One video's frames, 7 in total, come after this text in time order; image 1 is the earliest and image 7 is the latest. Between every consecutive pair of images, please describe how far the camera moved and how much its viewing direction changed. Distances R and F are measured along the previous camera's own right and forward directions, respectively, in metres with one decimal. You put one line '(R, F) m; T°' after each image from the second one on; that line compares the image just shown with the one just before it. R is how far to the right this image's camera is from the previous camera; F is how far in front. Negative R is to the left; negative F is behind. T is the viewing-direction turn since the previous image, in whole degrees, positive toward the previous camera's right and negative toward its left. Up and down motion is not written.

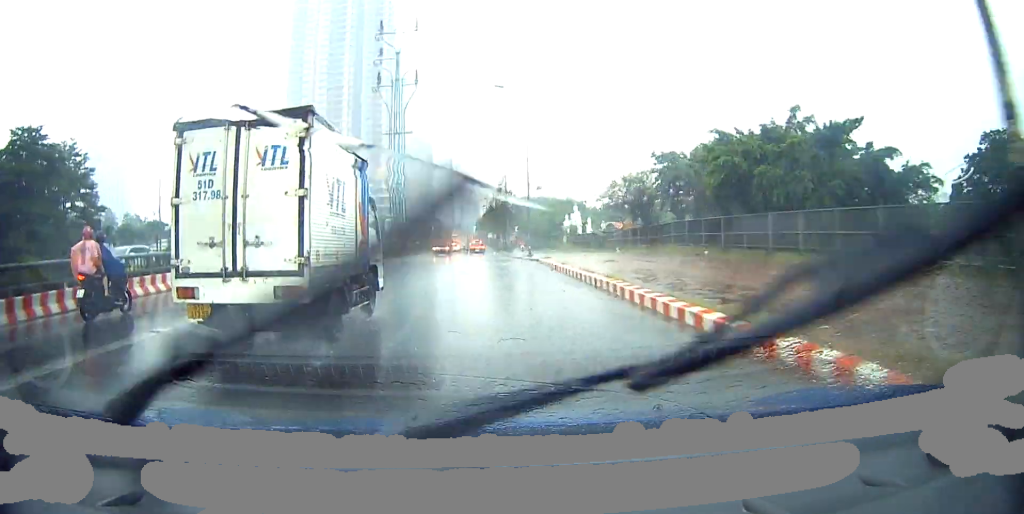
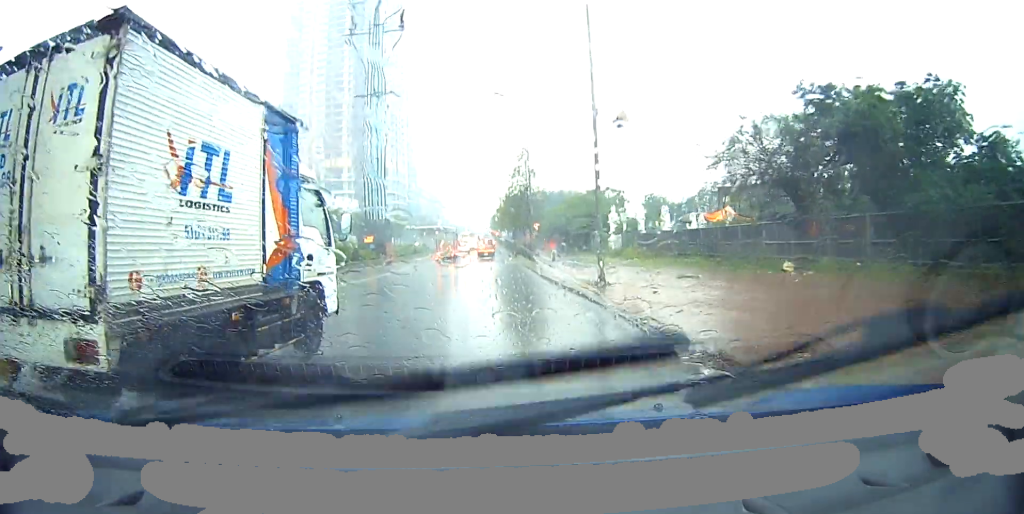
(-0.4, +19.3) m; -2°
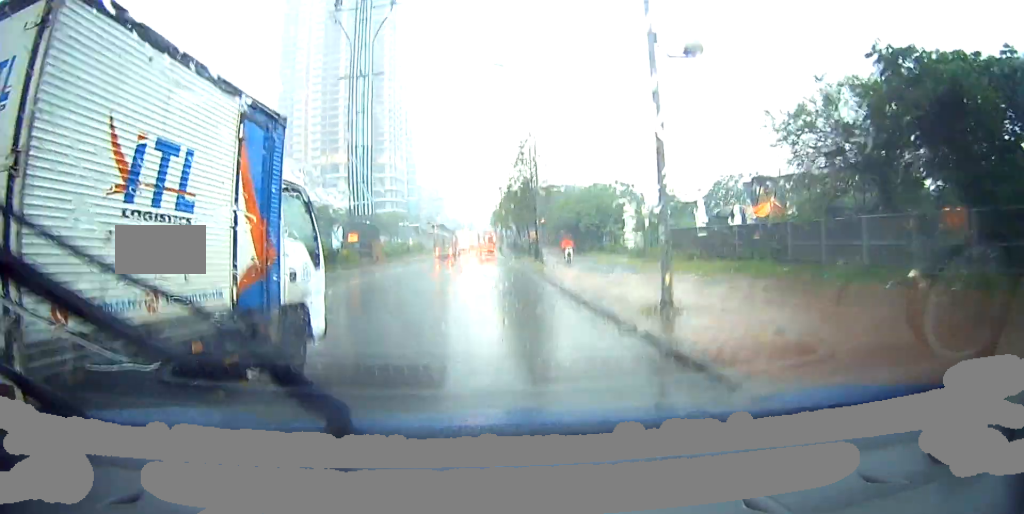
(0.0, +5.1) m; 0°
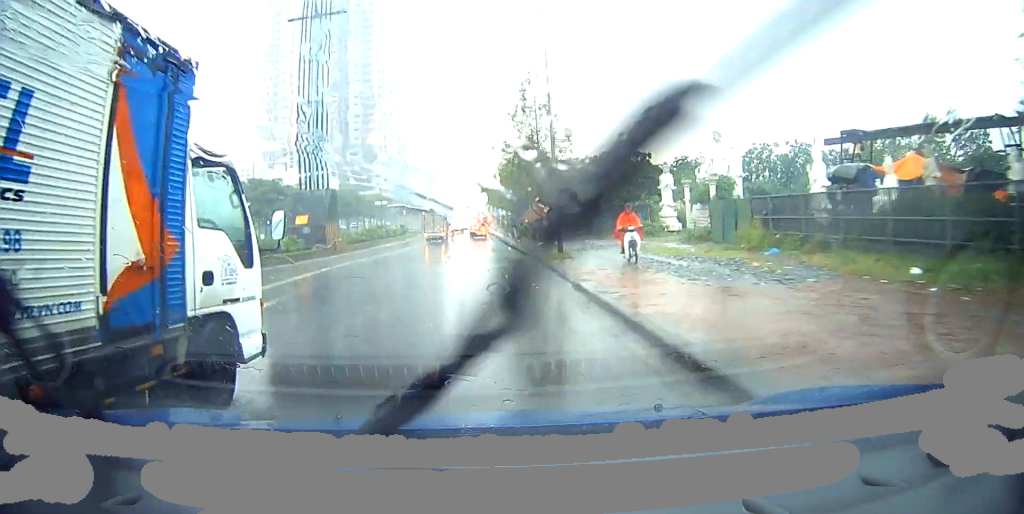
(+0.1, +9.9) m; 0°
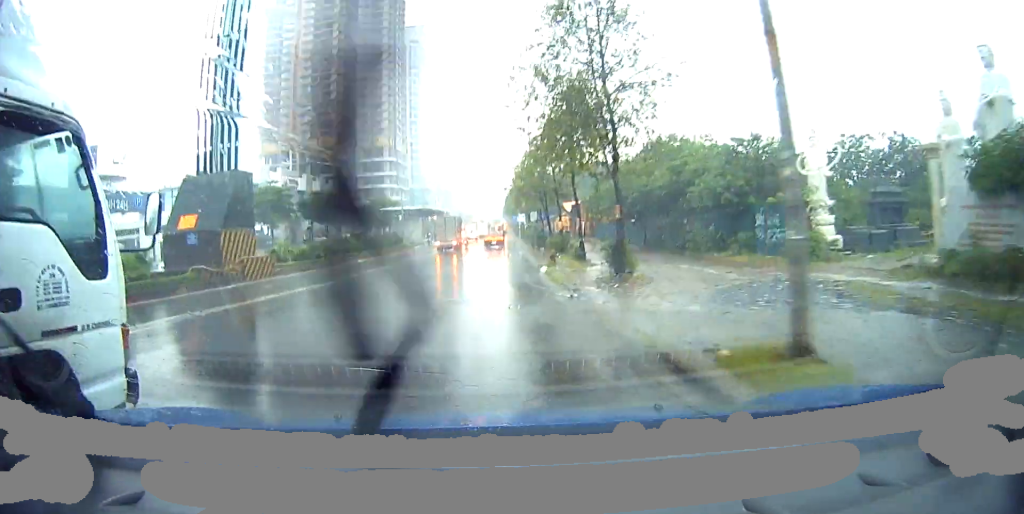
(0.0, +18.1) m; 0°
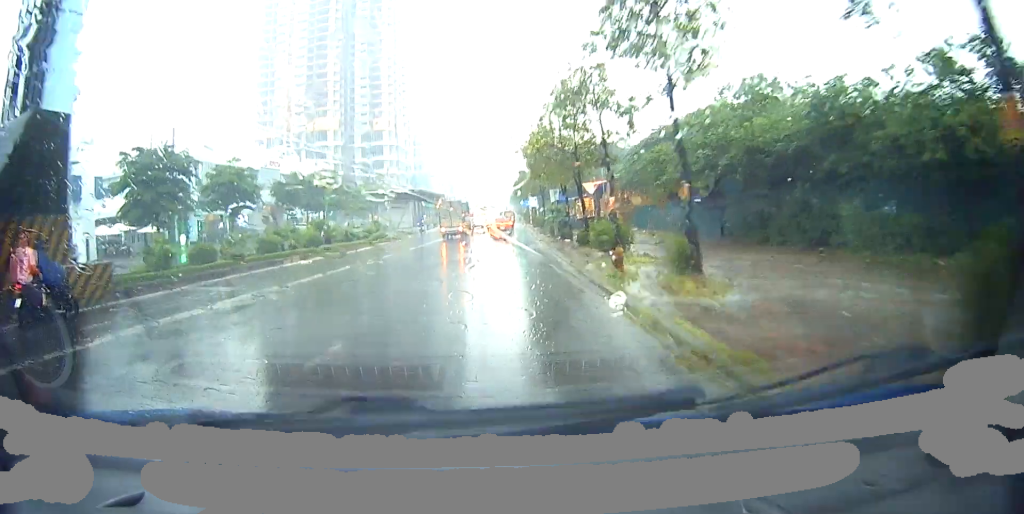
(0.0, +13.4) m; 0°
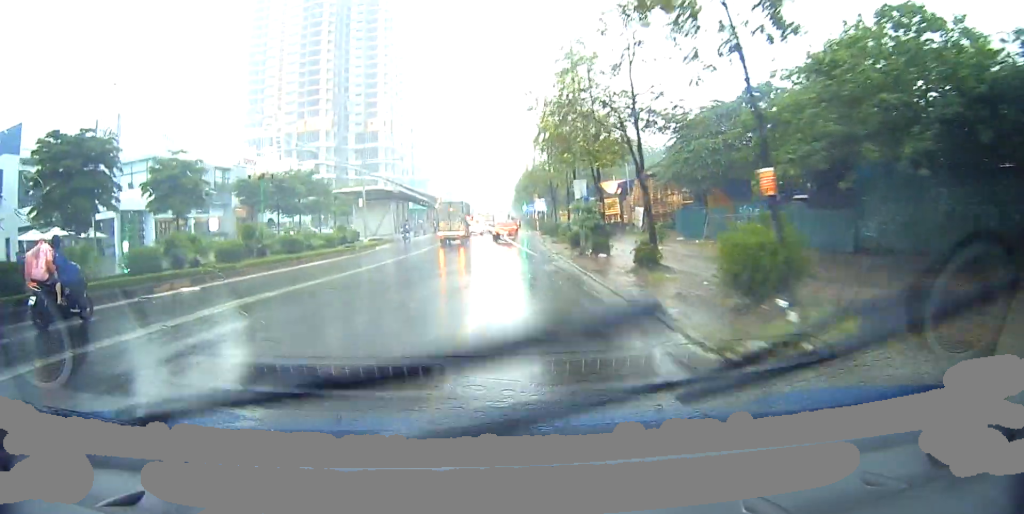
(0.0, +10.9) m; 0°
